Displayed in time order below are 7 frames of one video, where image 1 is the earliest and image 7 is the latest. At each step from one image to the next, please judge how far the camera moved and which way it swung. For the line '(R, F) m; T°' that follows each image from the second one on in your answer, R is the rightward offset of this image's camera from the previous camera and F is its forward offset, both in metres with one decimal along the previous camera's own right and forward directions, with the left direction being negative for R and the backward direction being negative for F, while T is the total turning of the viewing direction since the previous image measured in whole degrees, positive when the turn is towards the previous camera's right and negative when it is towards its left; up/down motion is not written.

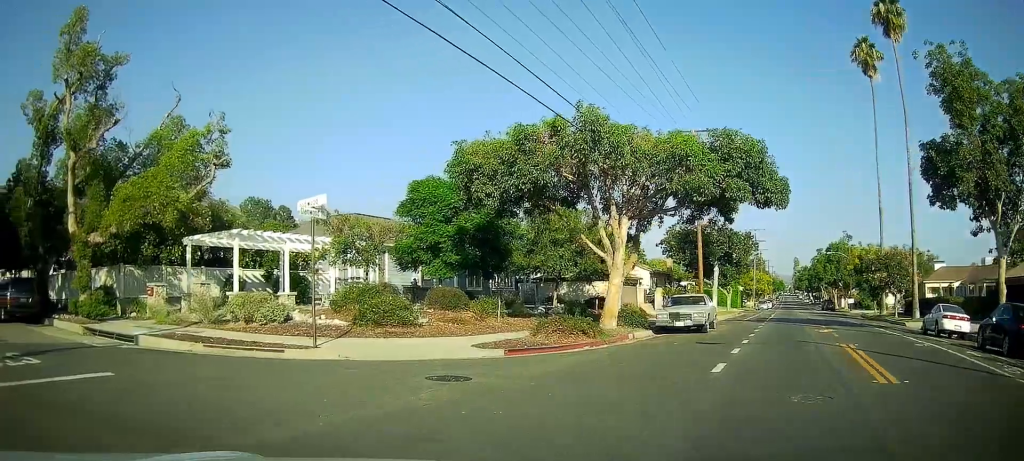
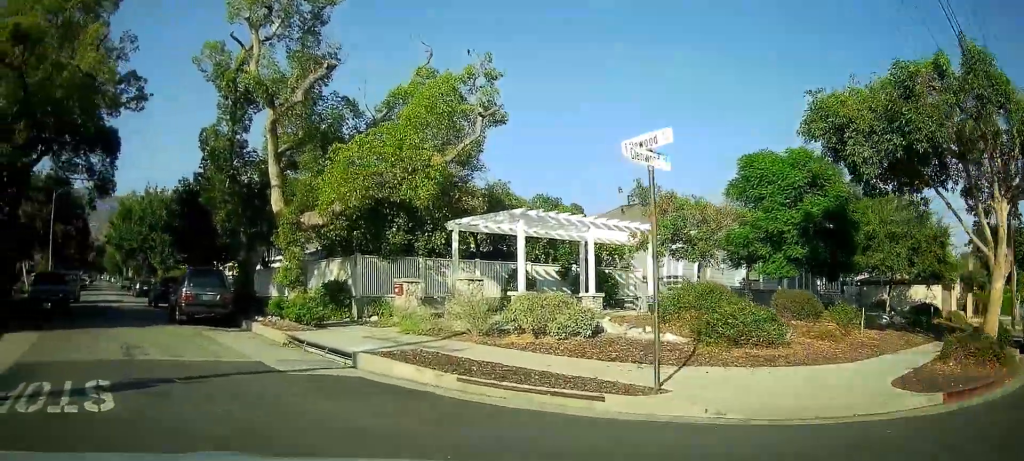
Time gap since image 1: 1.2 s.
(-1.2, +5.7) m; -25°
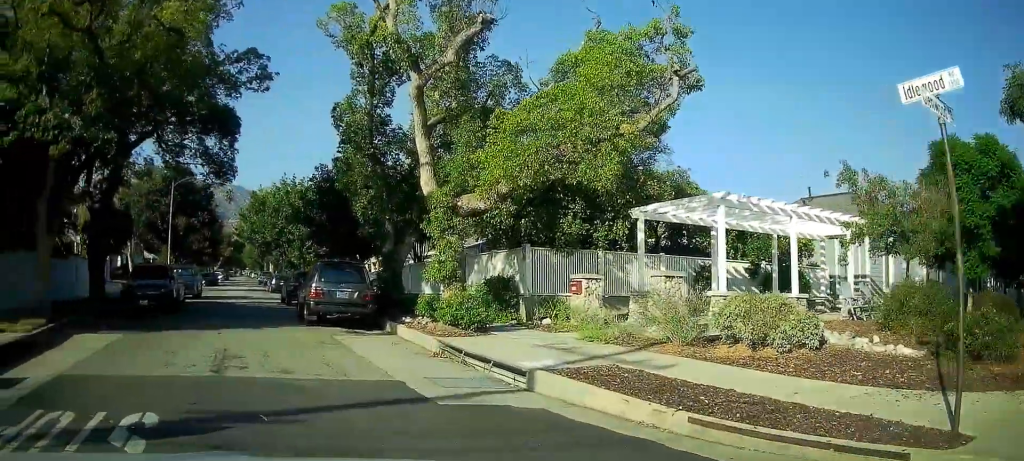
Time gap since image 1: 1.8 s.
(-0.6, +3.0) m; -11°
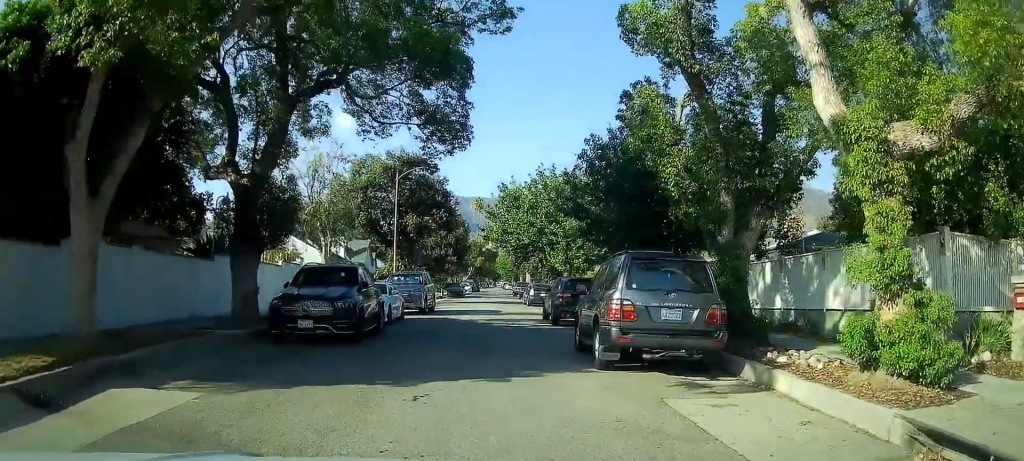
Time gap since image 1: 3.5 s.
(-1.1, +8.9) m; -14°
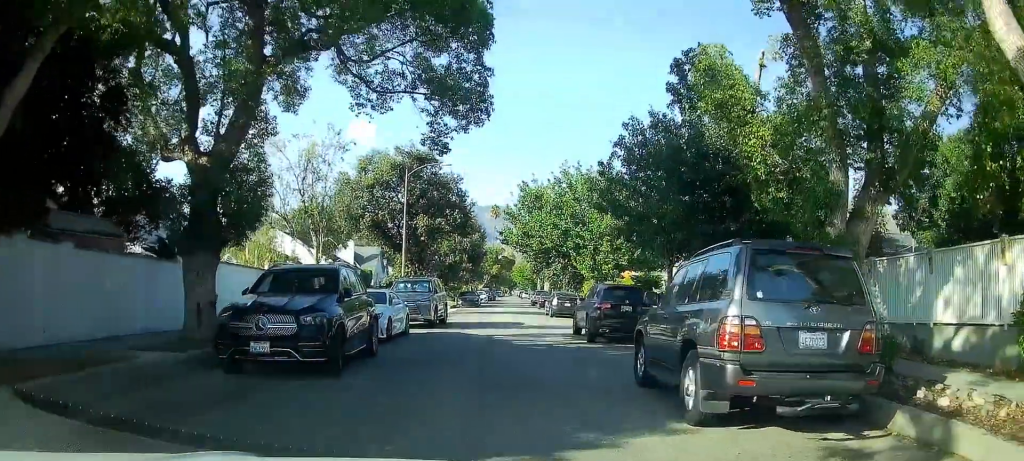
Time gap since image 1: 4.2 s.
(-0.2, +4.2) m; +1°
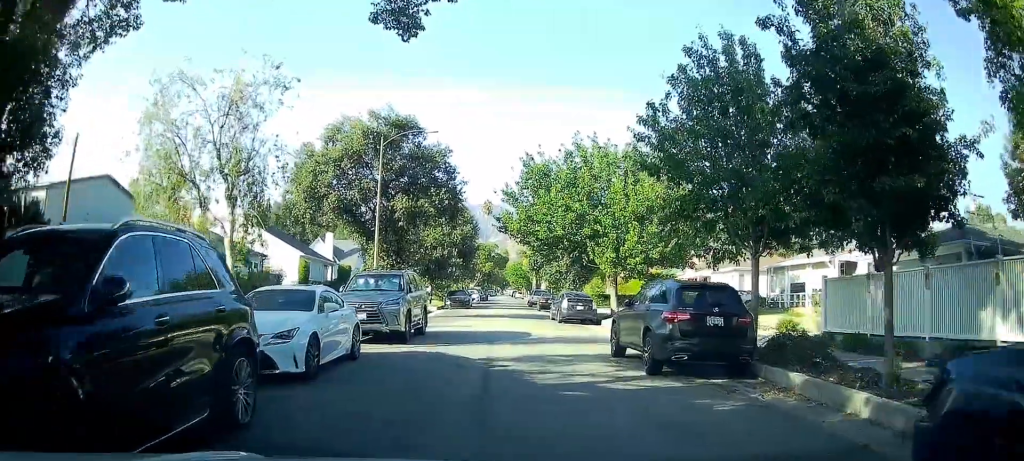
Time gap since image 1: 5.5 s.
(+0.7, +7.4) m; +11°
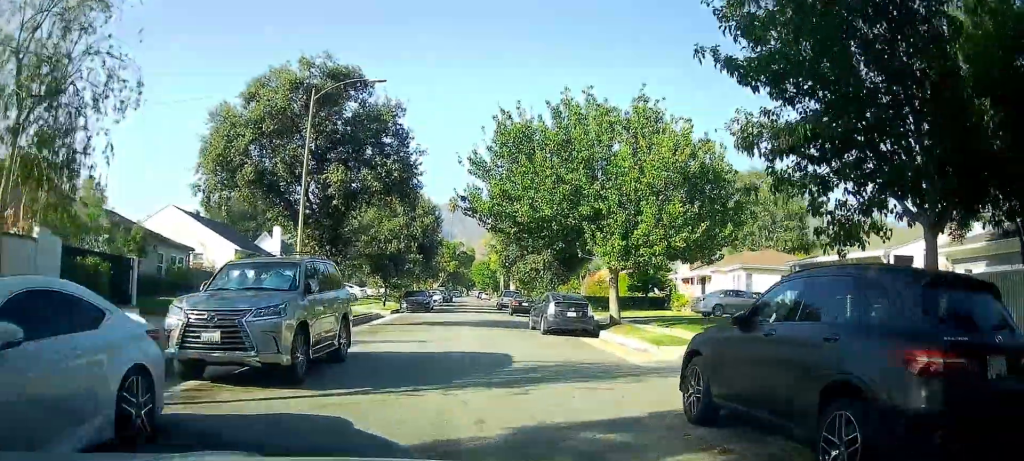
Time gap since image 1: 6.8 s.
(+0.3, +7.2) m; +1°
